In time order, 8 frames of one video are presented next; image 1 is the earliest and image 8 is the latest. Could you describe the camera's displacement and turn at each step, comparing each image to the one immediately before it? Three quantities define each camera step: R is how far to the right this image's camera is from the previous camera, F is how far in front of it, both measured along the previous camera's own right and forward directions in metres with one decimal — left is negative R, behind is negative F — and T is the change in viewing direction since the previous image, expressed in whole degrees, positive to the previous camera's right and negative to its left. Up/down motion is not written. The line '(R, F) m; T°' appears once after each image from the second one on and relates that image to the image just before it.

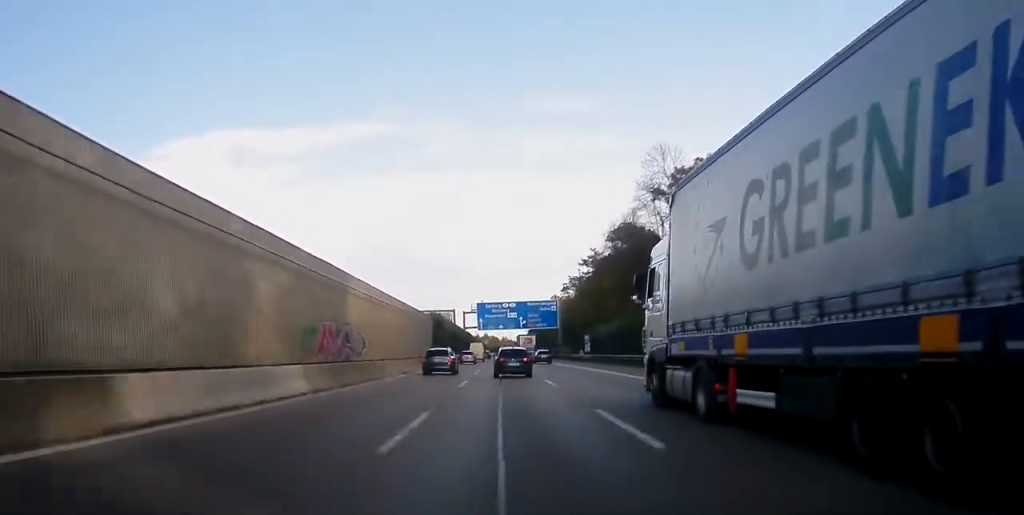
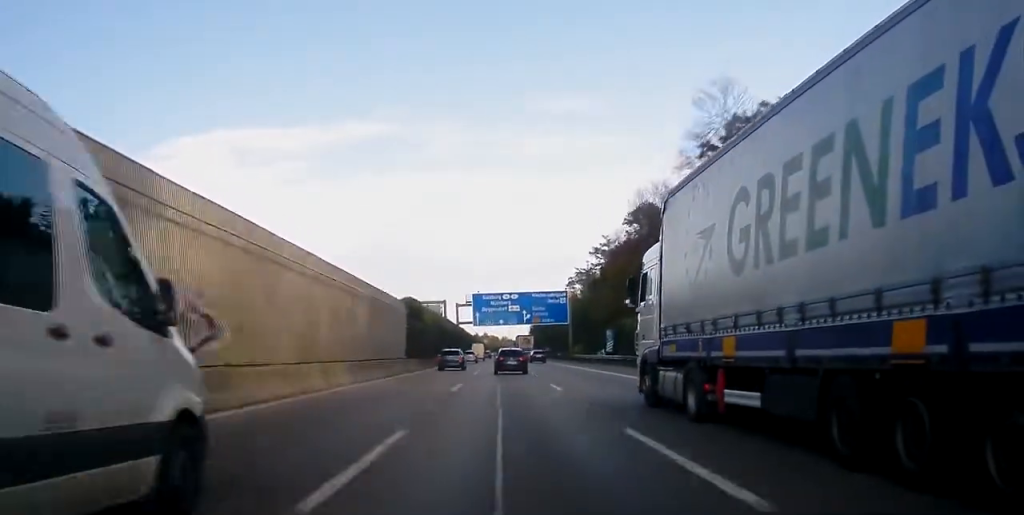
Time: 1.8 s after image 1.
(0.0, +24.8) m; 0°
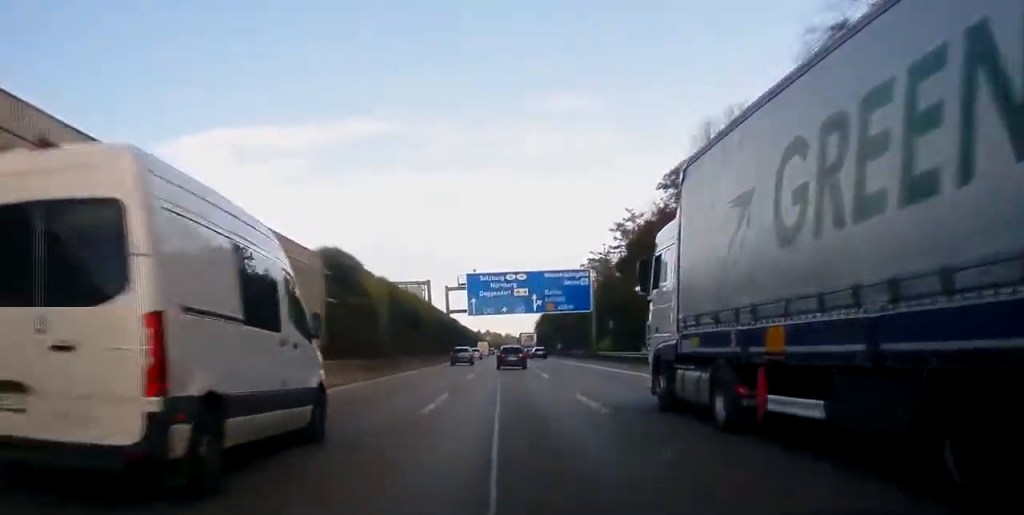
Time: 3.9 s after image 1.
(0.0, +29.0) m; 0°
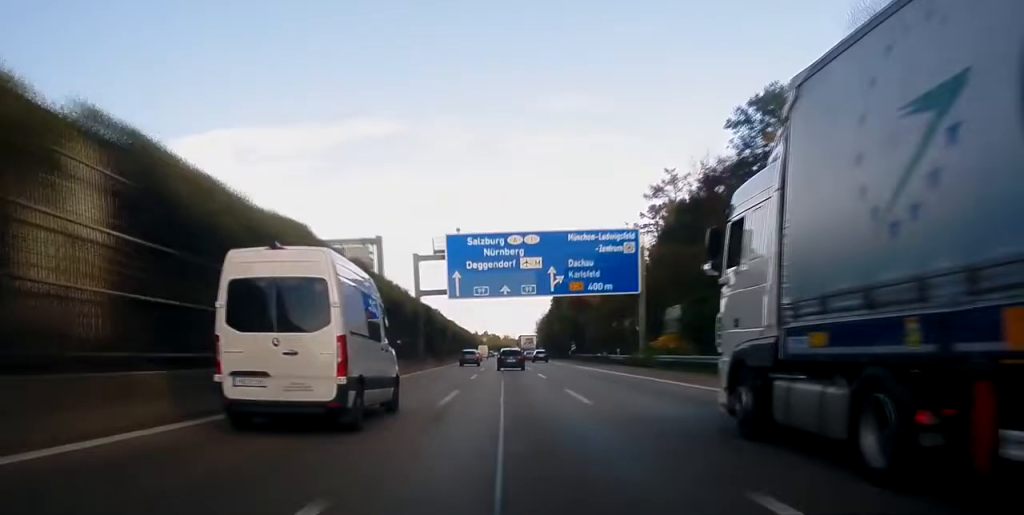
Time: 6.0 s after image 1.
(0.0, +34.6) m; 0°
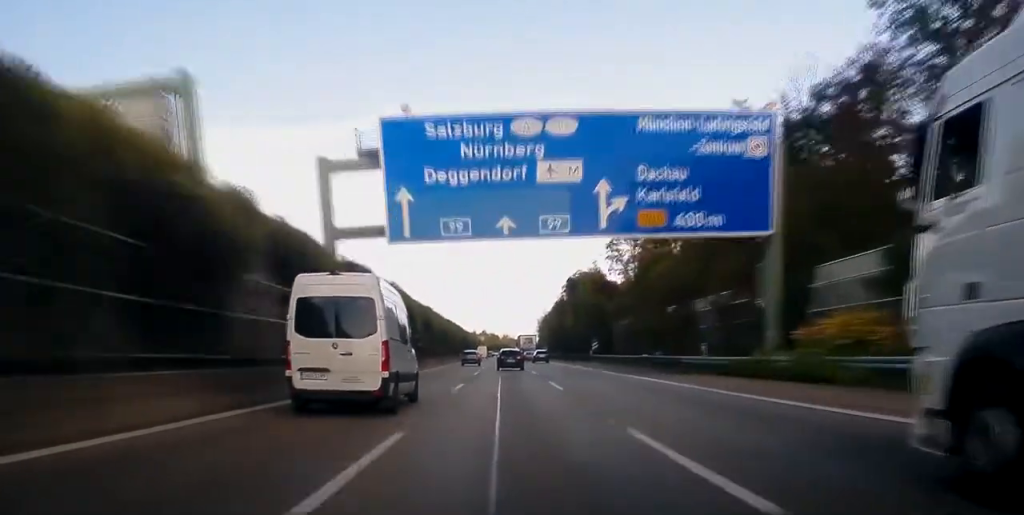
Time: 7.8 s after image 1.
(0.0, +30.5) m; 0°
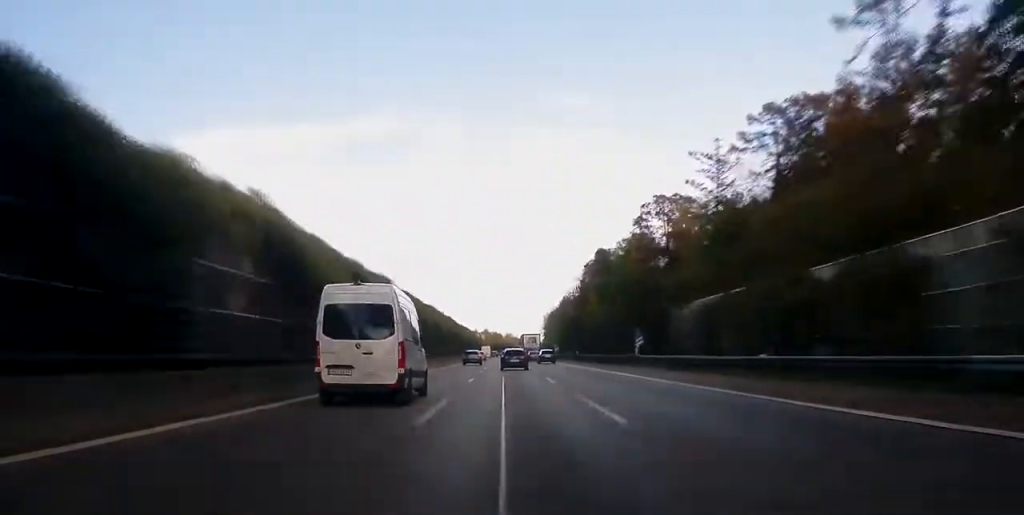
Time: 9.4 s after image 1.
(0.0, +27.9) m; 0°
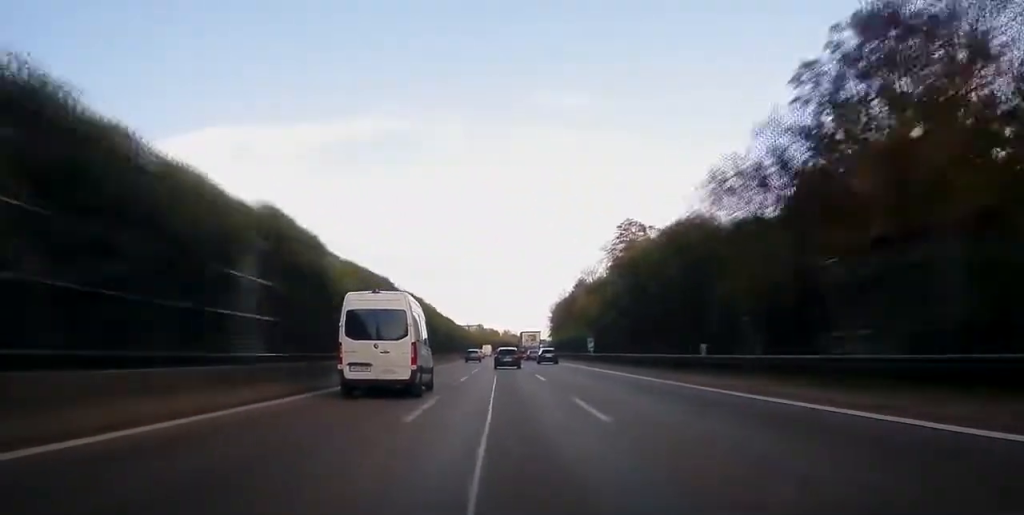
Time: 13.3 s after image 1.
(0.0, +71.2) m; 0°
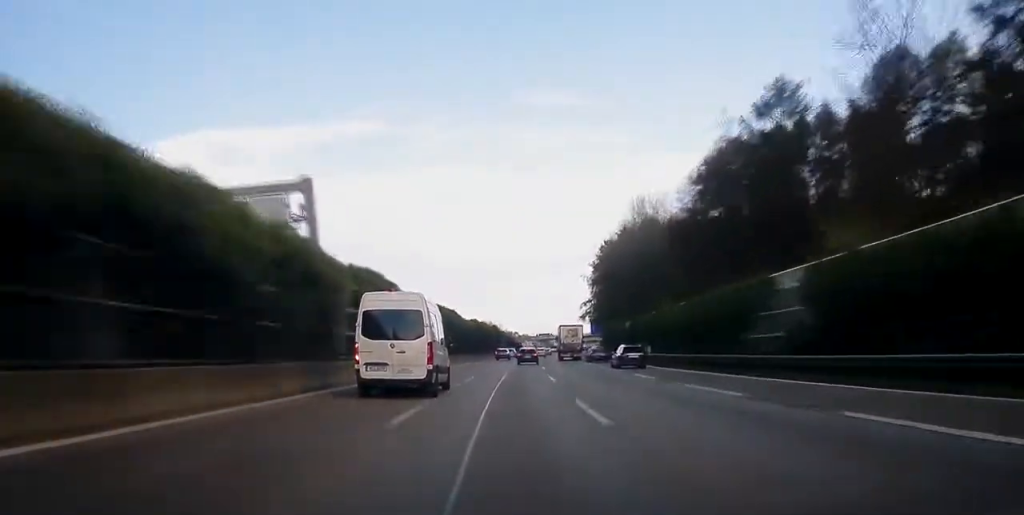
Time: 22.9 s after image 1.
(+1.9, +182.5) m; +2°
